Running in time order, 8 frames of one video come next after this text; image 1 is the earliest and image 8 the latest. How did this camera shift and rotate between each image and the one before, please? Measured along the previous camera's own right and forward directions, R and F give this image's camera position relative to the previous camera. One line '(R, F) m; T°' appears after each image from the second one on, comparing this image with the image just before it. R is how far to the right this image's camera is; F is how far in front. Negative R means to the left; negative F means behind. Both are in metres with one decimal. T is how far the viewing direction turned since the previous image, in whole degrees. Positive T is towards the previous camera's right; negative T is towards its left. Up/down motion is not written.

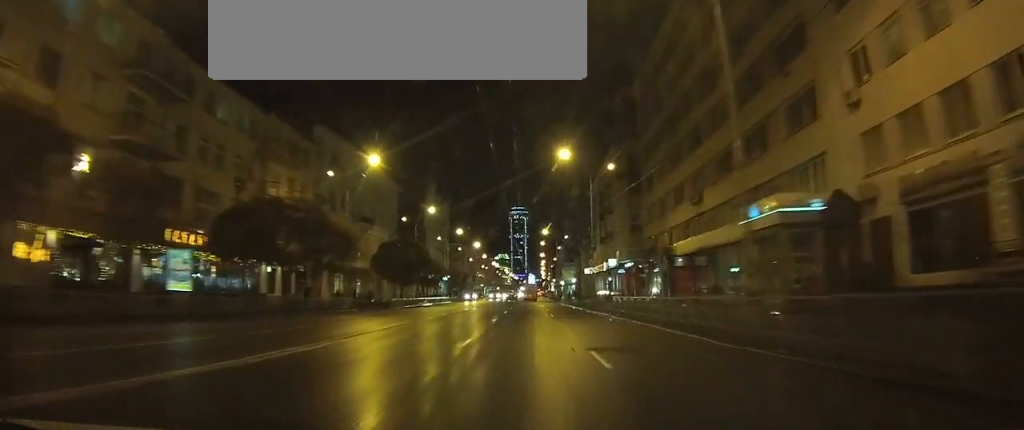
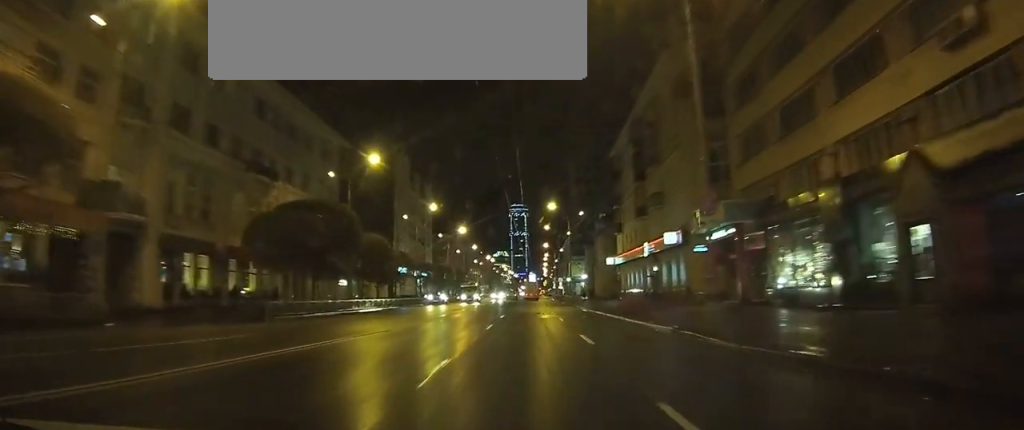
(0.0, +30.8) m; 0°
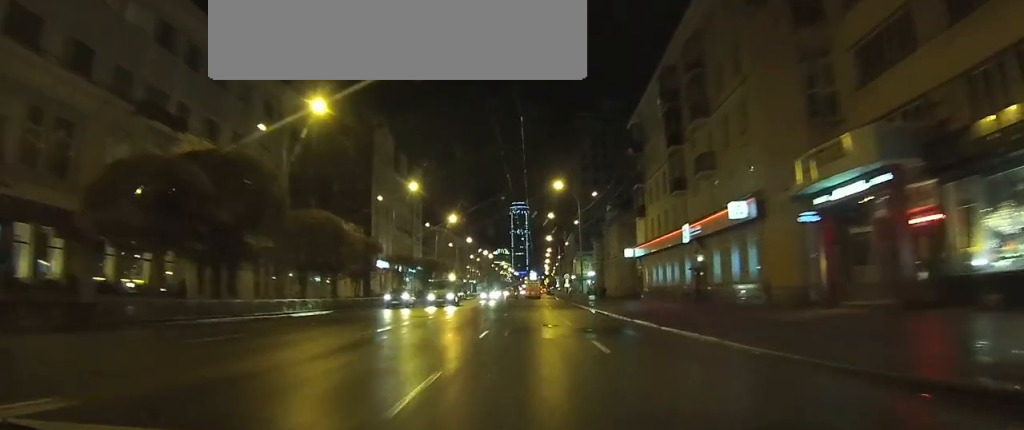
(0.0, +14.3) m; 0°
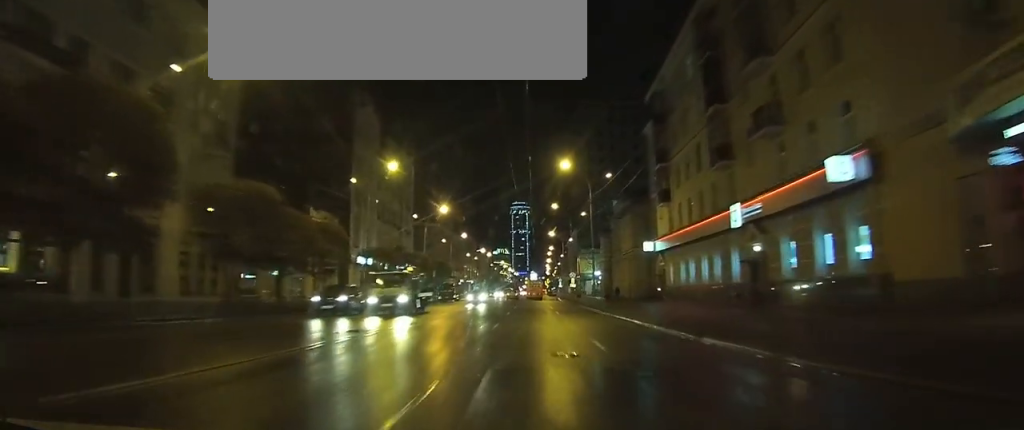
(-0.1, +10.4) m; 0°
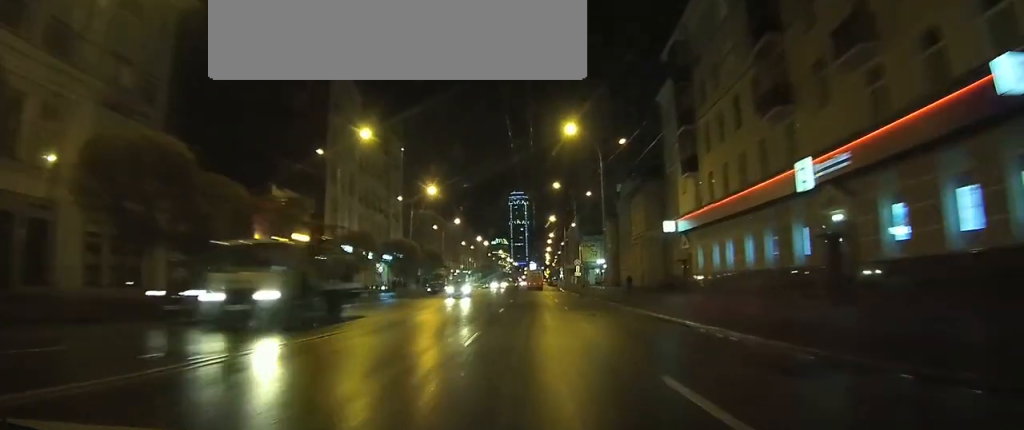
(+0.1, +8.7) m; 0°
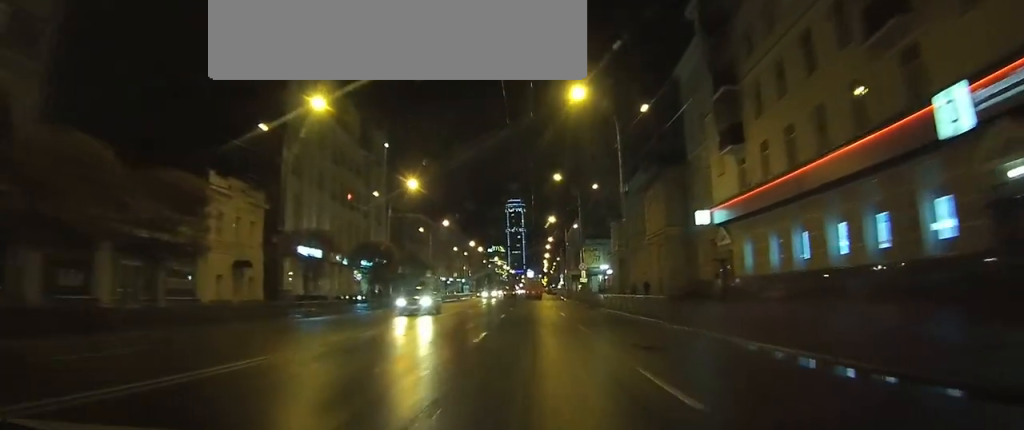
(0.0, +9.9) m; 0°
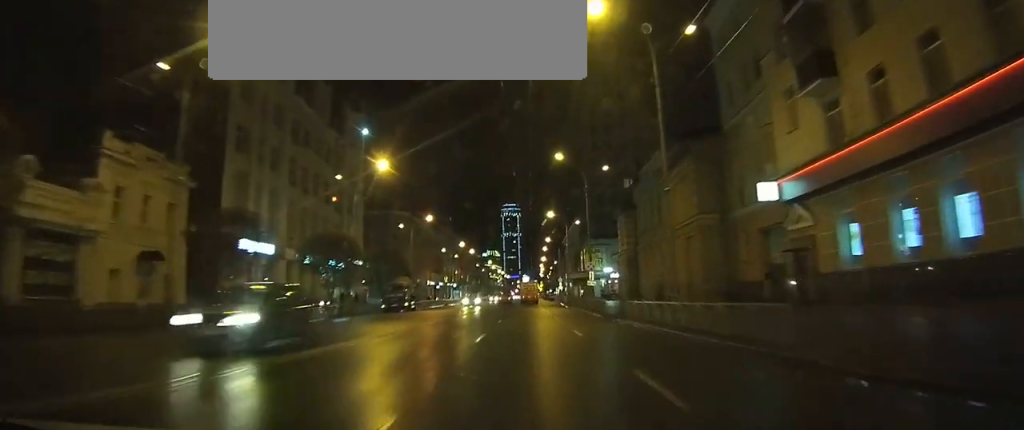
(0.0, +11.0) m; 0°
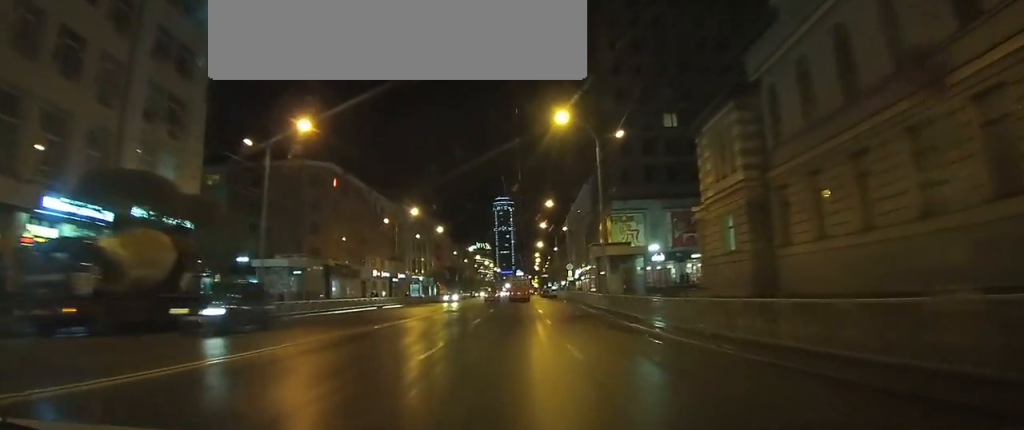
(-0.2, +40.8) m; 0°
